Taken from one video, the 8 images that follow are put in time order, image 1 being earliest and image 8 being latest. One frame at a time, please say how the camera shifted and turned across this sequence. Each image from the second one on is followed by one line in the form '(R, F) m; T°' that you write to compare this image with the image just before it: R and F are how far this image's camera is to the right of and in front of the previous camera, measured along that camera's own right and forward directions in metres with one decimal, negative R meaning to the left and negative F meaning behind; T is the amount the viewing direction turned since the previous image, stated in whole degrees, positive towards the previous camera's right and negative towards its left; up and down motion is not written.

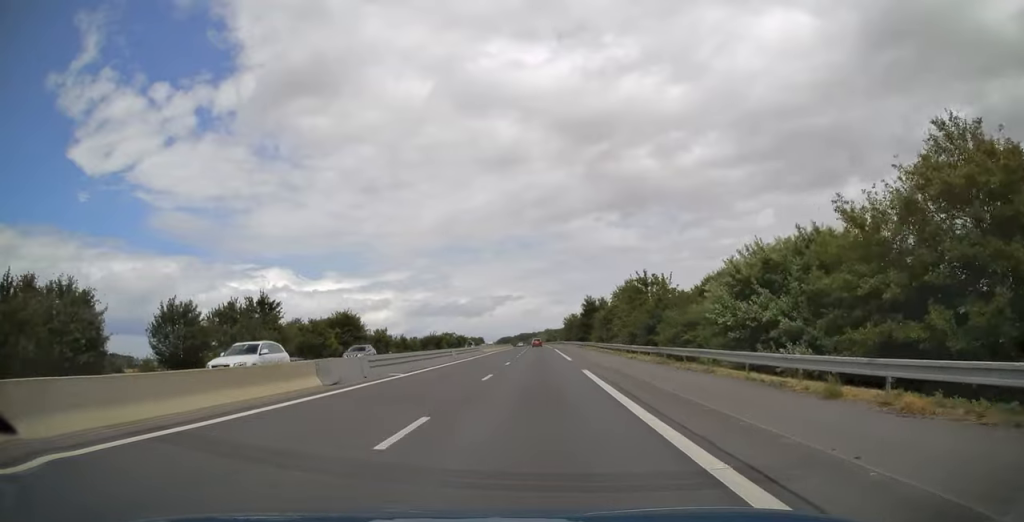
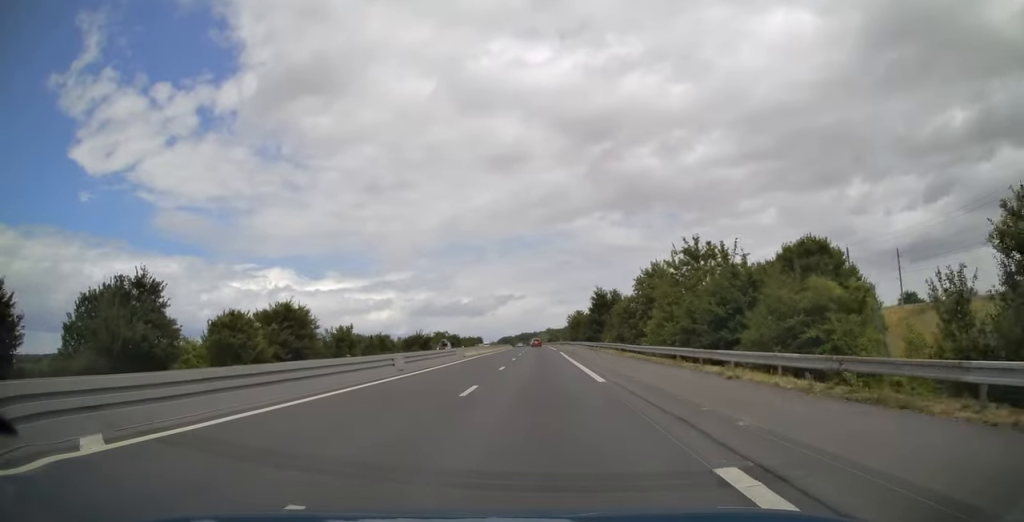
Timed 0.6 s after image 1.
(0.0, +18.8) m; 0°
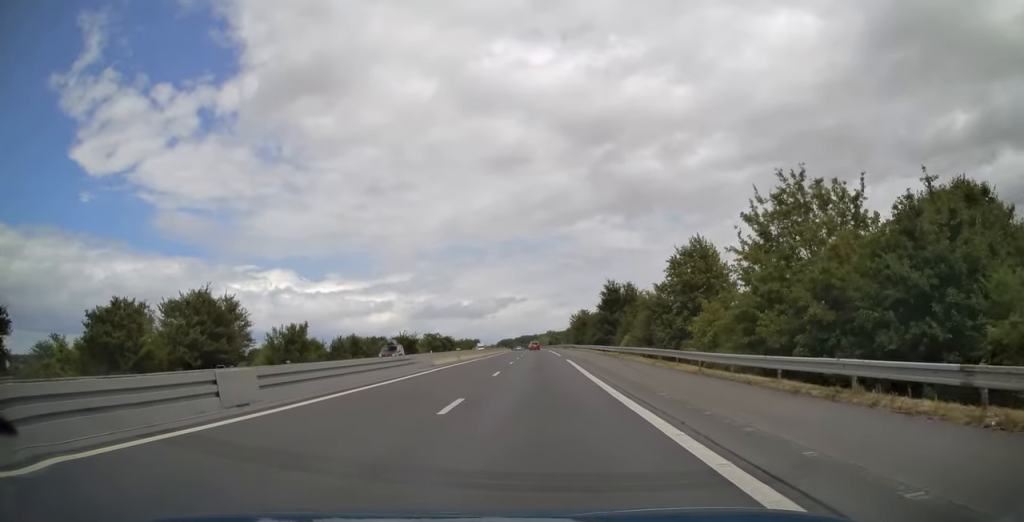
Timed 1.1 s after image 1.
(0.0, +16.1) m; 0°
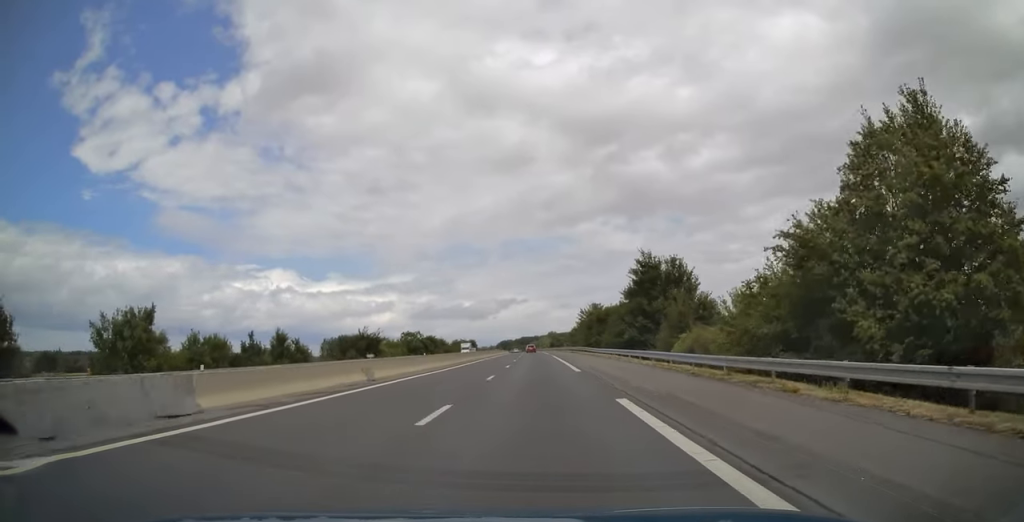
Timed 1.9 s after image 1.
(0.0, +27.9) m; 0°
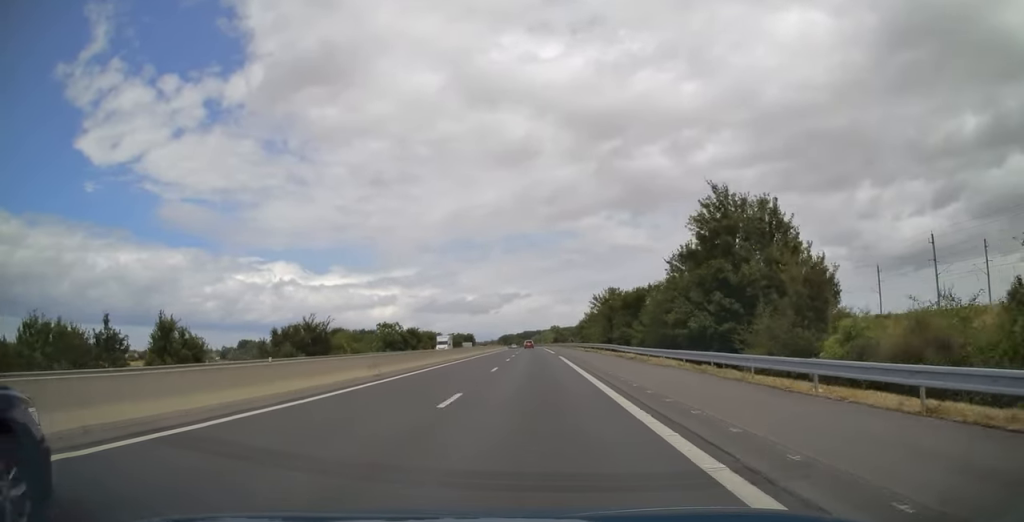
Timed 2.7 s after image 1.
(0.0, +23.1) m; 0°
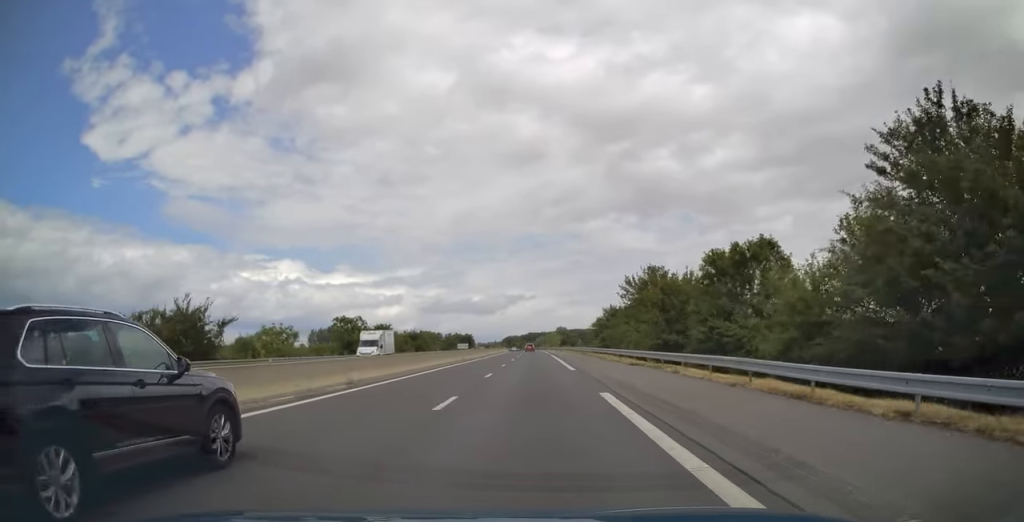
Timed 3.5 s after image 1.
(-0.1, +27.9) m; -1°
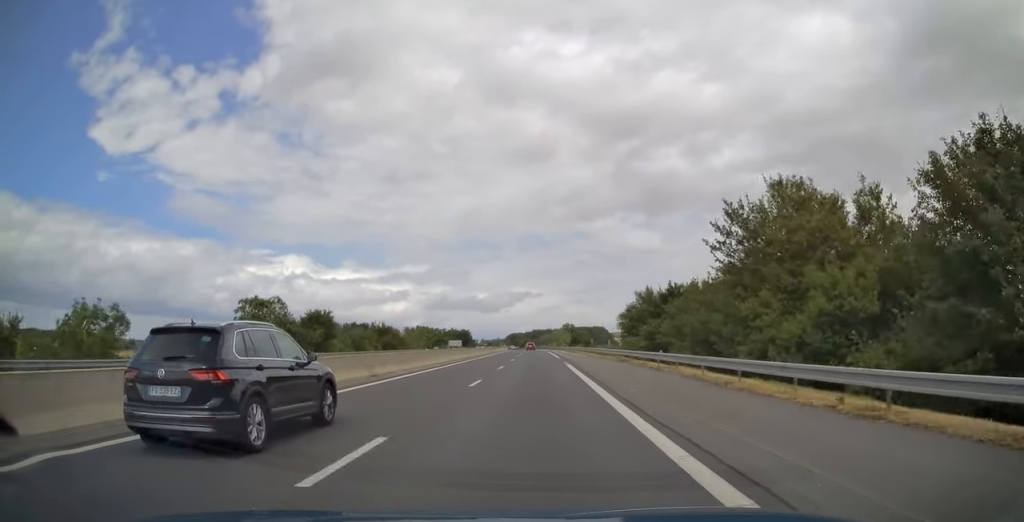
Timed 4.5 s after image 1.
(-0.2, +31.2) m; 0°
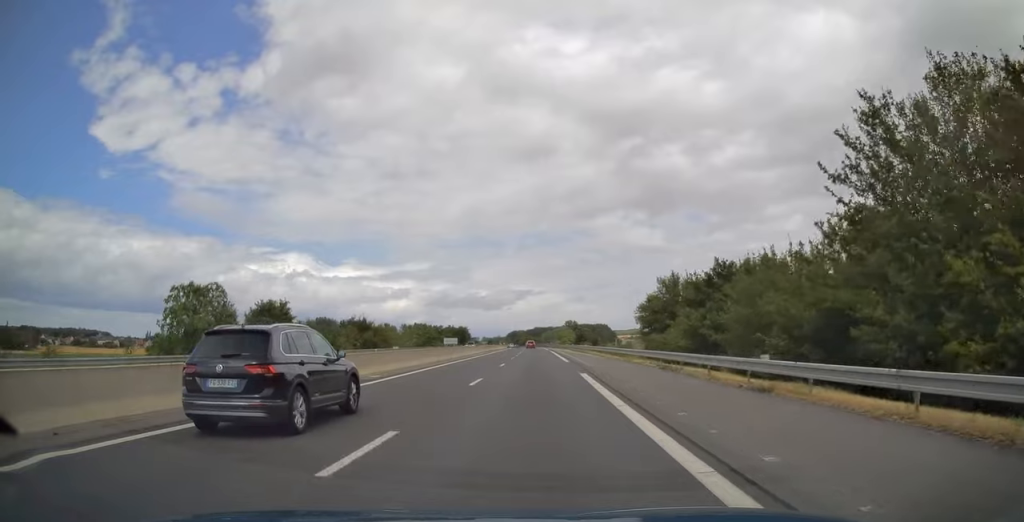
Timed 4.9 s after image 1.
(0.0, +12.9) m; 0°
